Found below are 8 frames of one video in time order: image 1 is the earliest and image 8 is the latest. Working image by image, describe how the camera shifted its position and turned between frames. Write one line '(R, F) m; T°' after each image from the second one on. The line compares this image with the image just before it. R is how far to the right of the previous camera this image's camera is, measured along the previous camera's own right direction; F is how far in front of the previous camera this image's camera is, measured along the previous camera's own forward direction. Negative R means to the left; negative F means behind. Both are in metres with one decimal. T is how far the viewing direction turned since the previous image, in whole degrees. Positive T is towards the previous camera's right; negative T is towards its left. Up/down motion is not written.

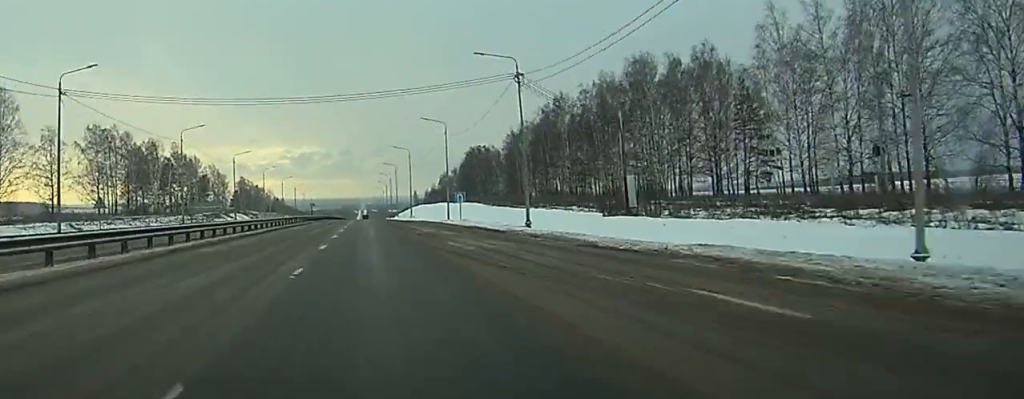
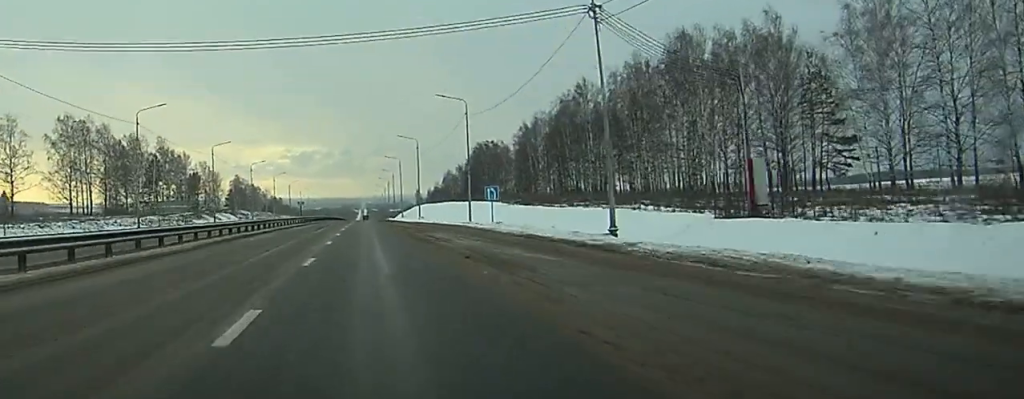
(0.0, +19.5) m; 0°
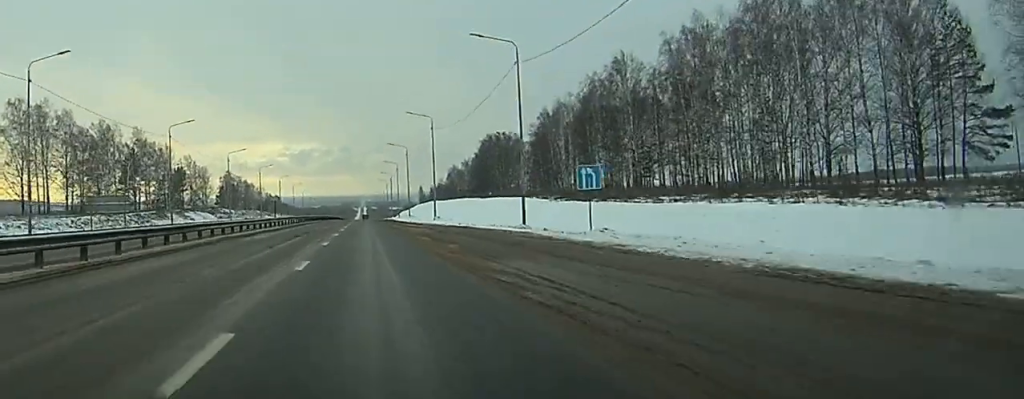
(-0.1, +26.1) m; 0°
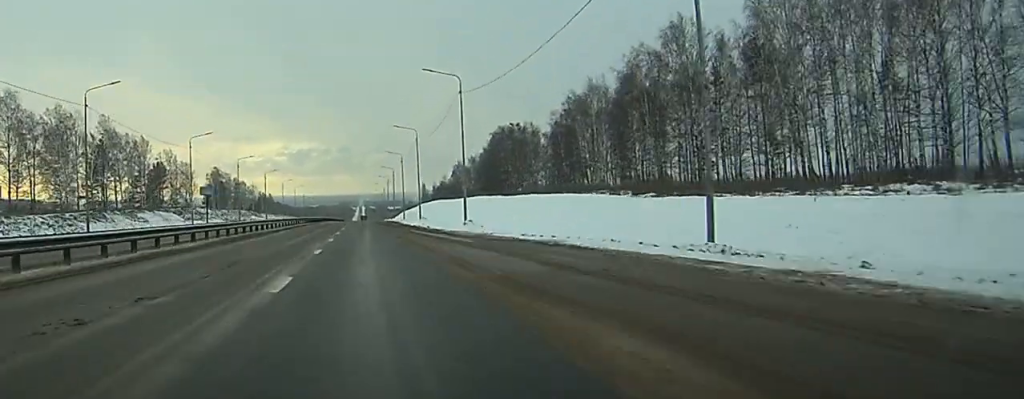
(+0.1, +28.0) m; 0°
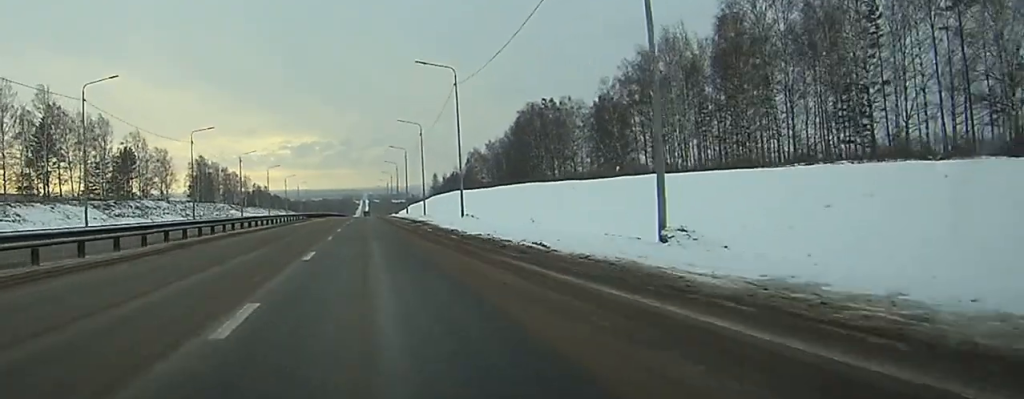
(0.0, +41.0) m; 0°
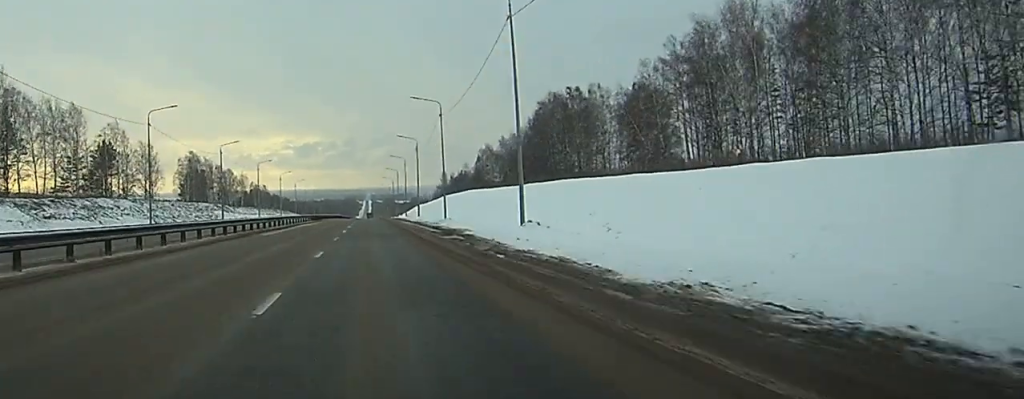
(0.0, +22.3) m; 0°
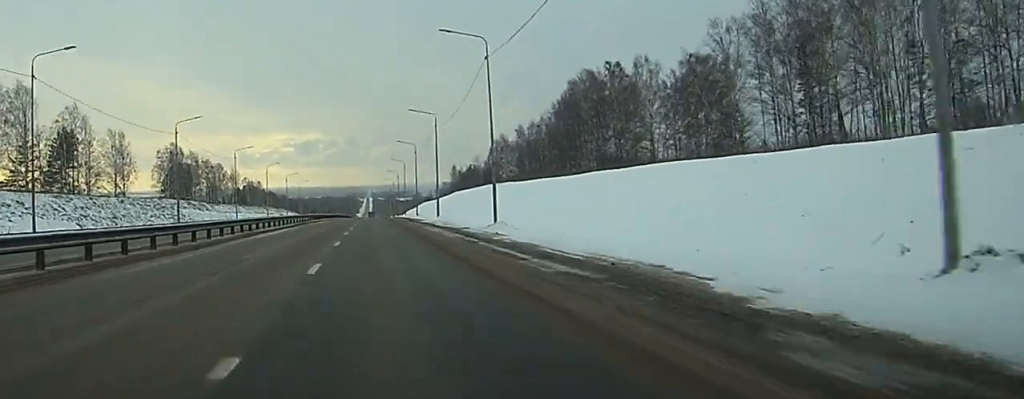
(-0.2, +29.6) m; 0°
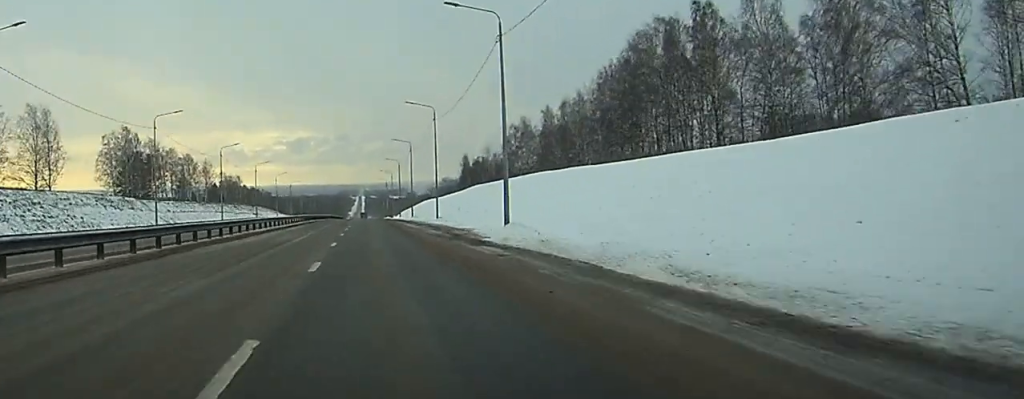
(-0.2, +46.6) m; 0°
